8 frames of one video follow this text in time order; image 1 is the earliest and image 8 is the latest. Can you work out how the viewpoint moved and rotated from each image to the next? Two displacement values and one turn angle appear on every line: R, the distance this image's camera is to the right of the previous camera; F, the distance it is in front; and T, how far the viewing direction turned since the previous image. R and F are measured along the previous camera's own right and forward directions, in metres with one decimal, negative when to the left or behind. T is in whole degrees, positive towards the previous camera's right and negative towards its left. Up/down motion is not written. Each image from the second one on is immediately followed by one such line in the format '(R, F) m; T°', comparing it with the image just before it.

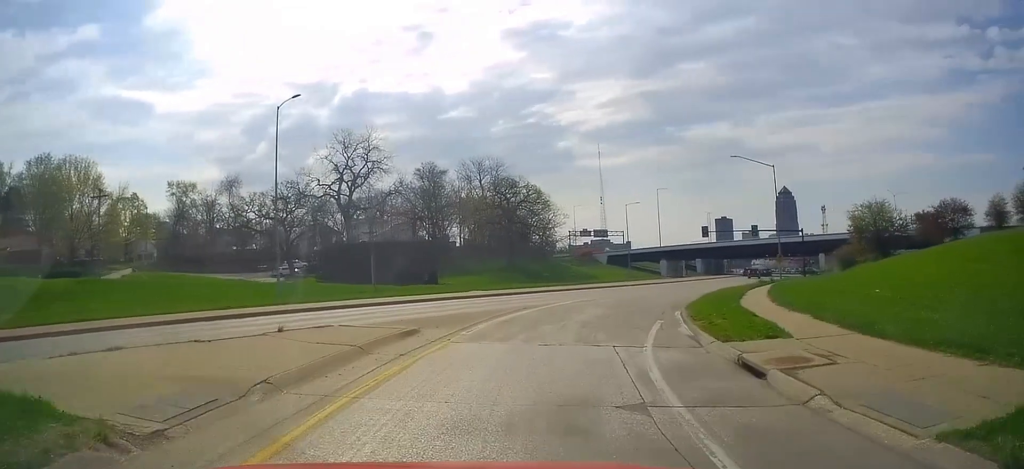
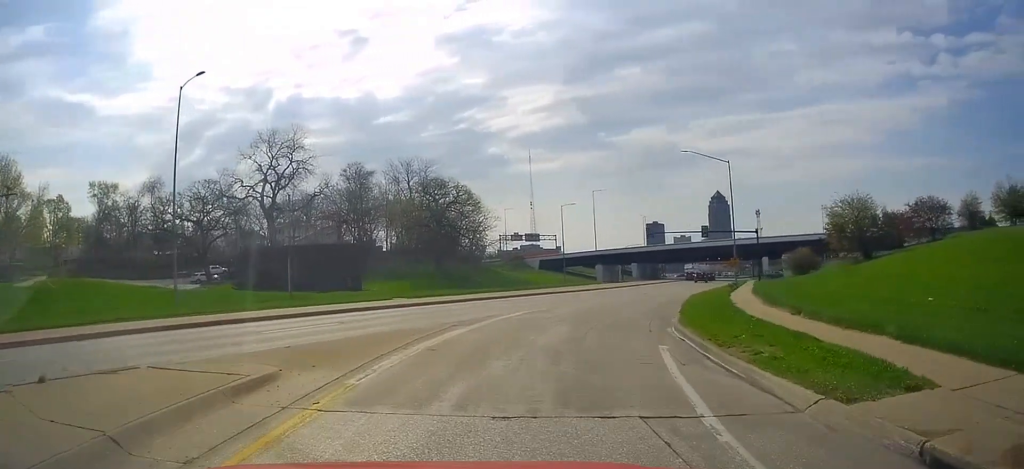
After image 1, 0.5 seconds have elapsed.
(+0.4, +6.2) m; +8°
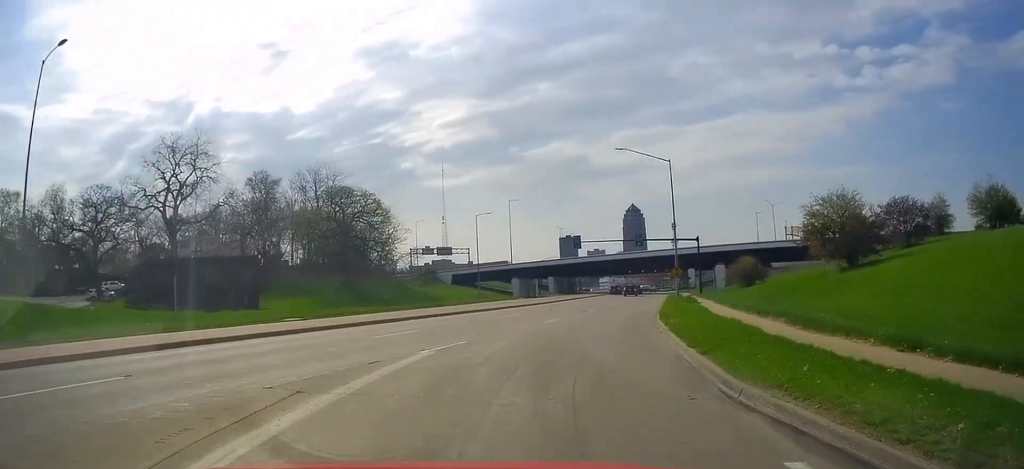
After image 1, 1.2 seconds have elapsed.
(0.0, +7.6) m; +10°
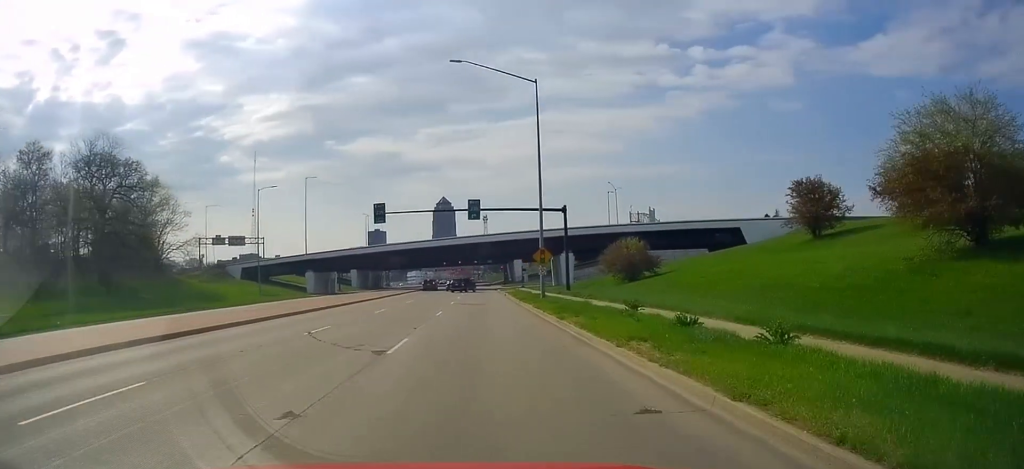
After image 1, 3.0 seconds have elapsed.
(+5.1, +21.9) m; +16°
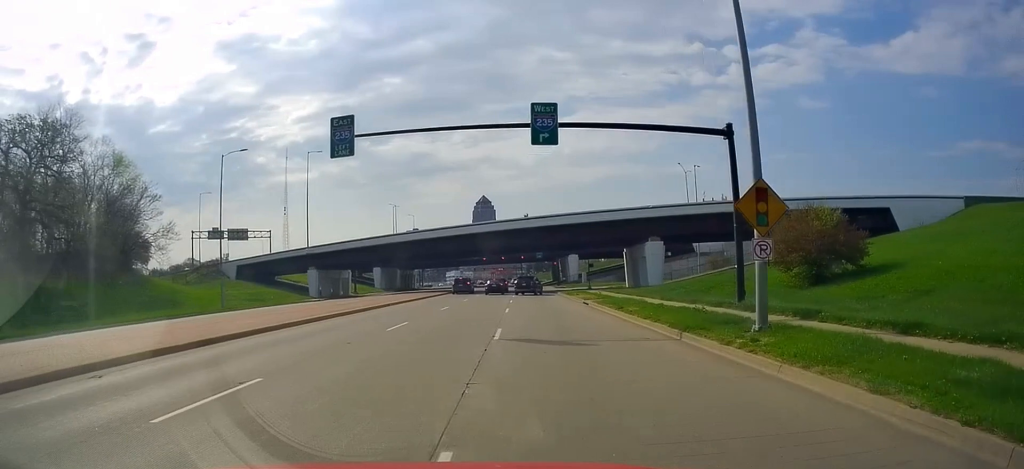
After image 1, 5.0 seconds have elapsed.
(+0.2, +23.9) m; -2°
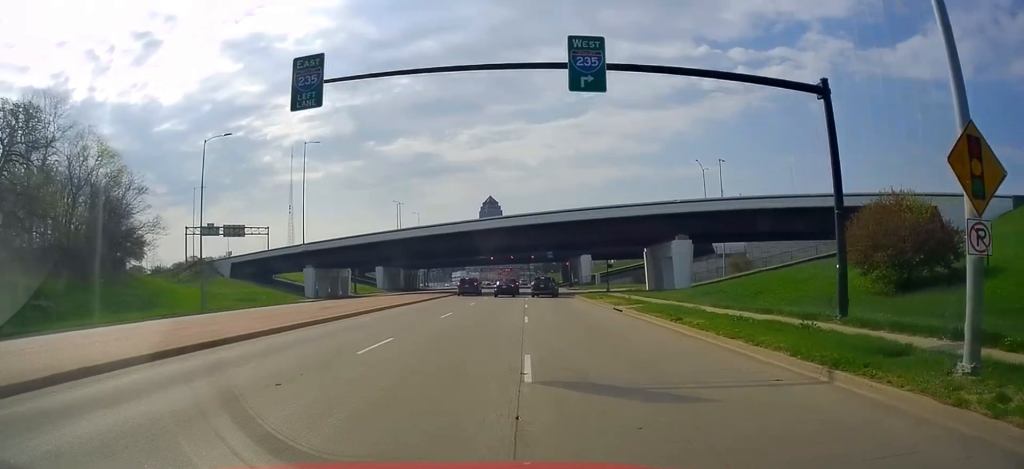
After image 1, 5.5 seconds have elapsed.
(-0.2, +6.0) m; 0°
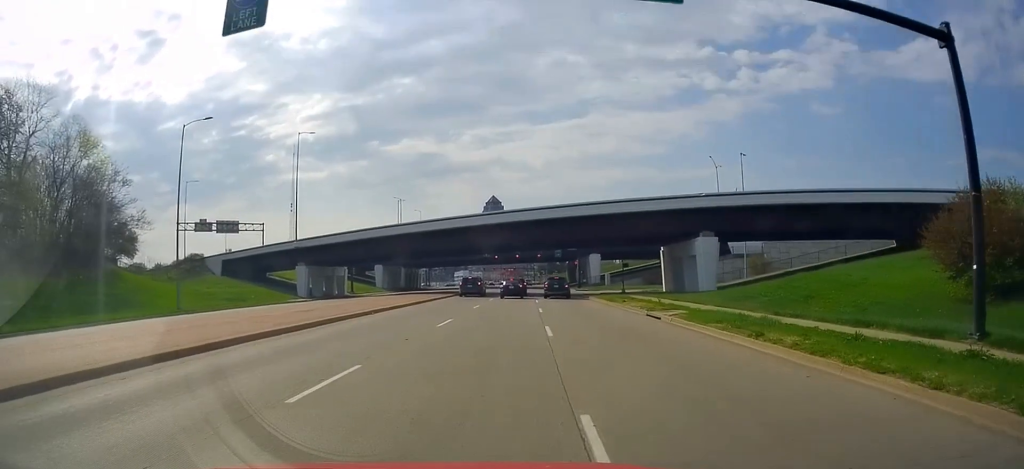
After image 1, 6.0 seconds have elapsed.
(-0.3, +5.0) m; +1°
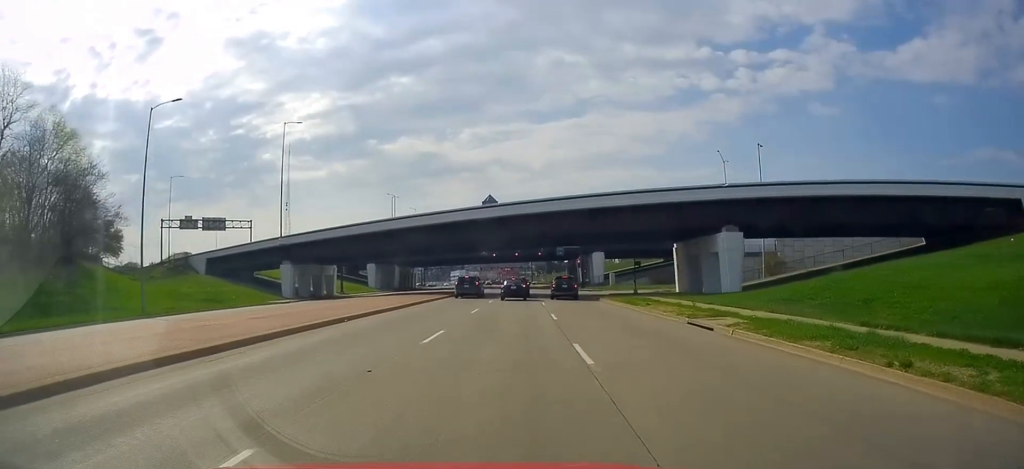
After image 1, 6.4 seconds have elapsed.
(+0.2, +5.3) m; +1°
